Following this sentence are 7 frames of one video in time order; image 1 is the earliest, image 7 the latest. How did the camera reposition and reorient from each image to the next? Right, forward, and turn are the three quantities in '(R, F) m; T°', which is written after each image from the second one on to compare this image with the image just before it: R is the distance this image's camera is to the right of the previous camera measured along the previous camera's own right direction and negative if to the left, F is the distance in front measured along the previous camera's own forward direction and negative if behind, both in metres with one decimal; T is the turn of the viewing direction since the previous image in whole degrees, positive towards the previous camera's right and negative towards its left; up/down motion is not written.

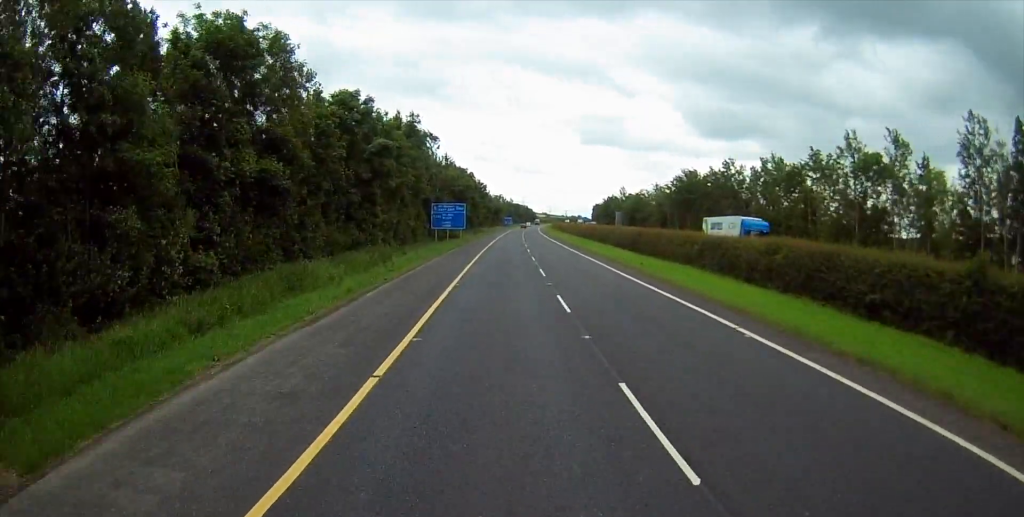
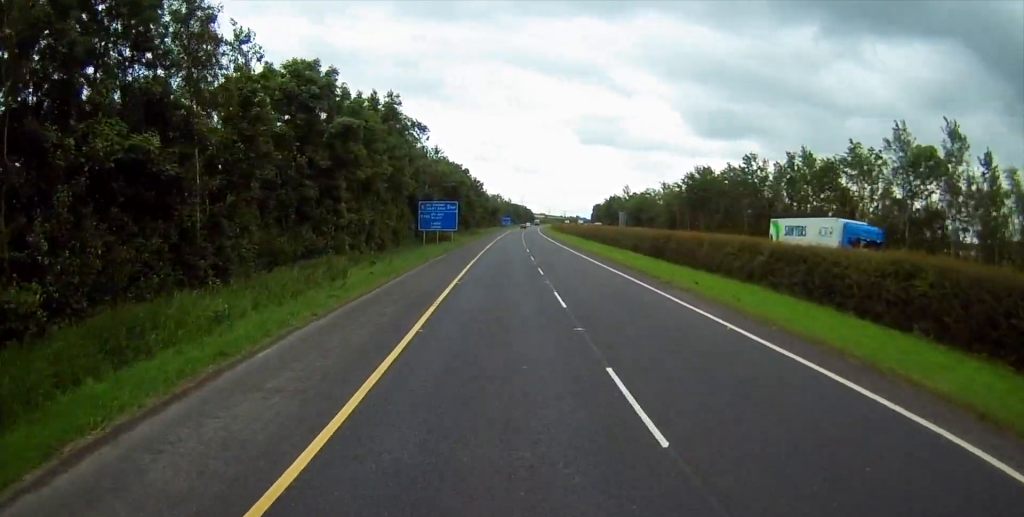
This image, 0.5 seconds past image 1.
(-0.1, +10.9) m; 0°
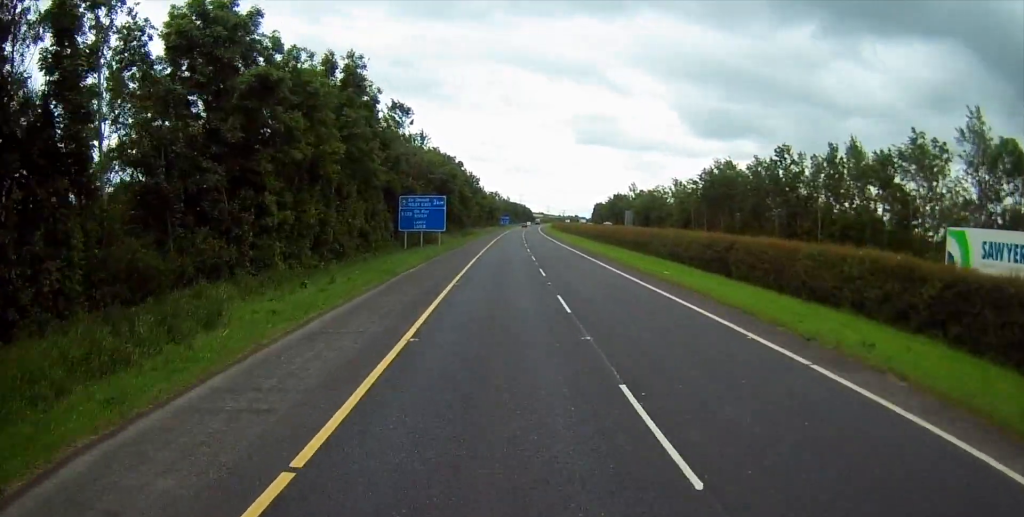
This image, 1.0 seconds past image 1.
(+0.2, +13.2) m; 0°
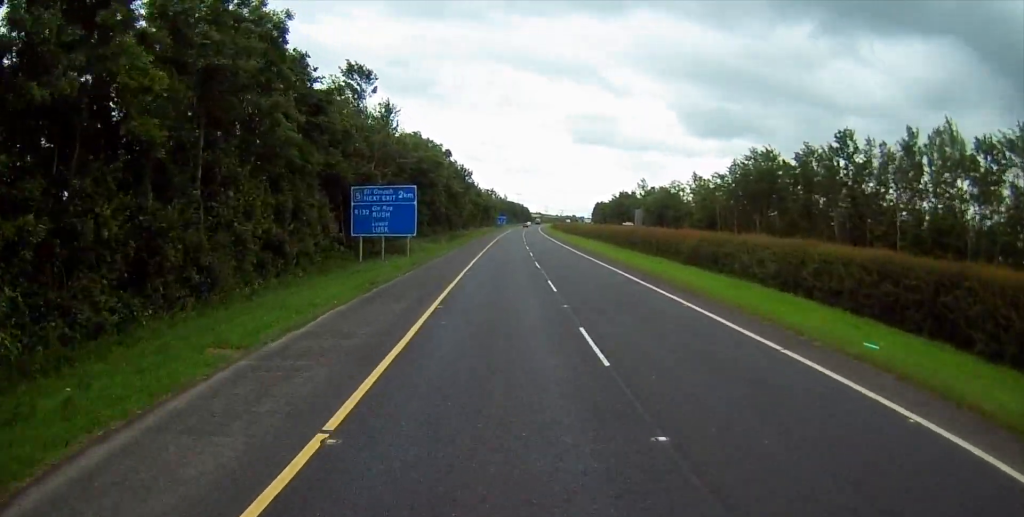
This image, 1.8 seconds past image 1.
(0.0, +18.6) m; 0°
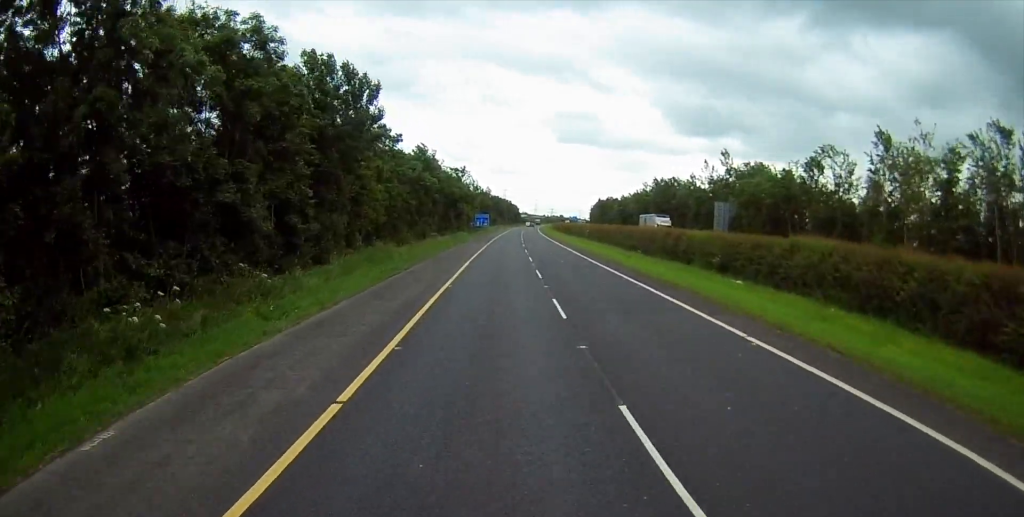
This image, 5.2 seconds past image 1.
(+1.2, +78.3) m; +2°
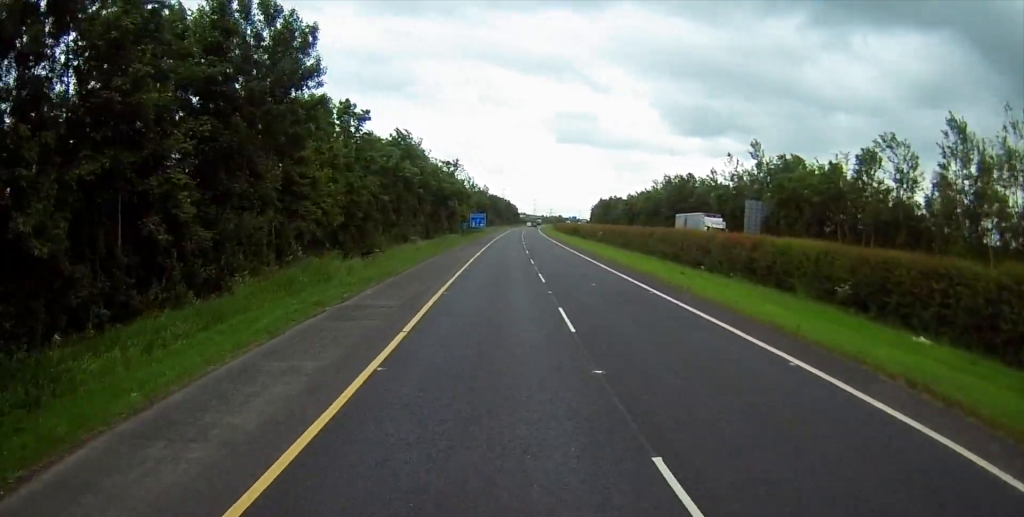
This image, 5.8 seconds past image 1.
(0.0, +13.9) m; 0°
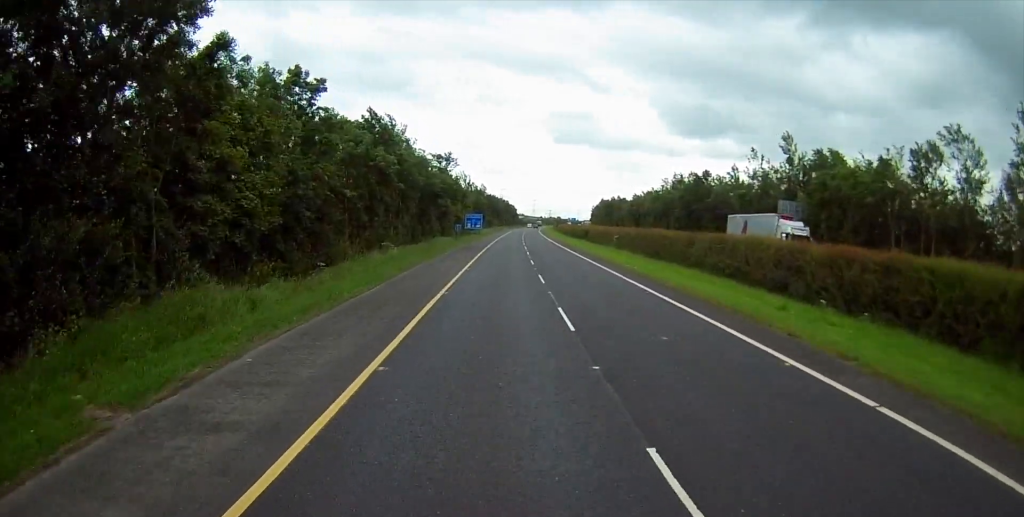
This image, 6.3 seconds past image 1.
(-0.2, +11.6) m; 0°
